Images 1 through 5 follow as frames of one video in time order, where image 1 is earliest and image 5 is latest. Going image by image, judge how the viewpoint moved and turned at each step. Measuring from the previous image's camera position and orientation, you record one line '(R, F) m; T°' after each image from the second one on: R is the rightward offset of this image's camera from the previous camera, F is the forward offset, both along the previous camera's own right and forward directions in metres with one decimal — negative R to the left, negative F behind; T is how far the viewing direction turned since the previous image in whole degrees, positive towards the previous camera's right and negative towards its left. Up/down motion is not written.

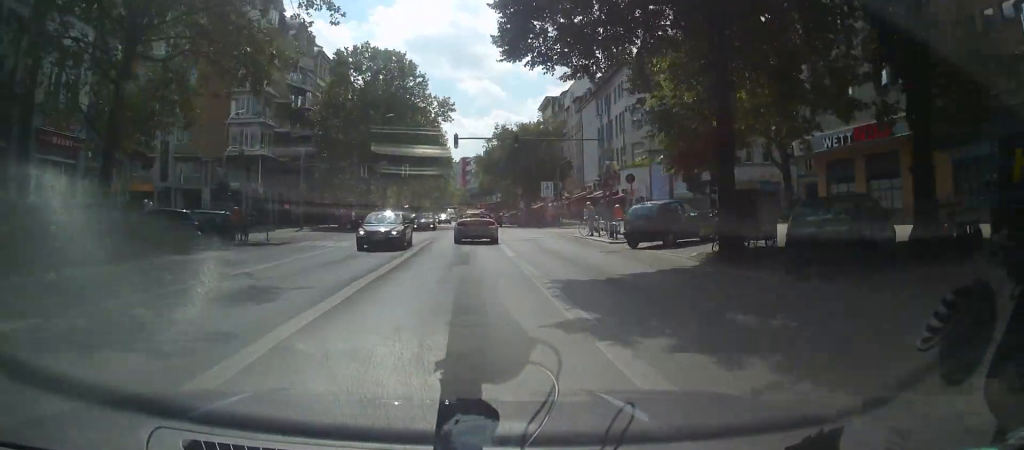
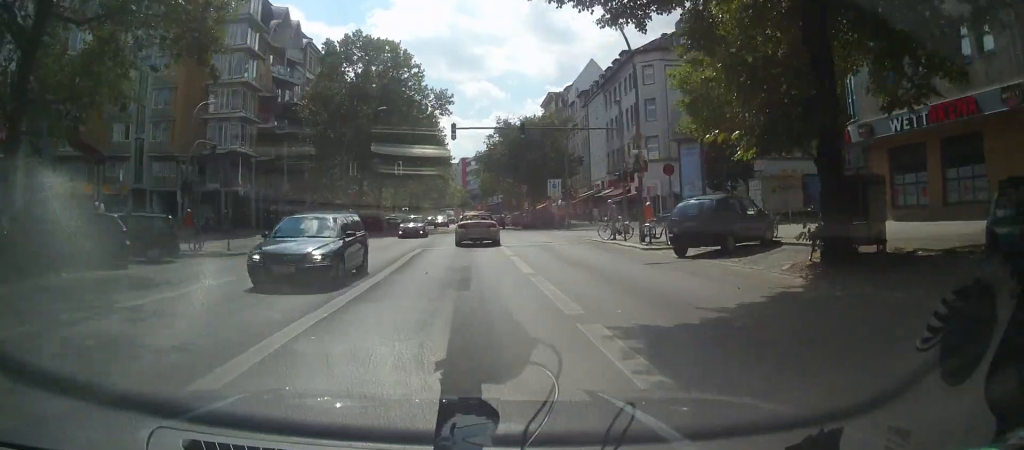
(0.0, +5.3) m; 0°
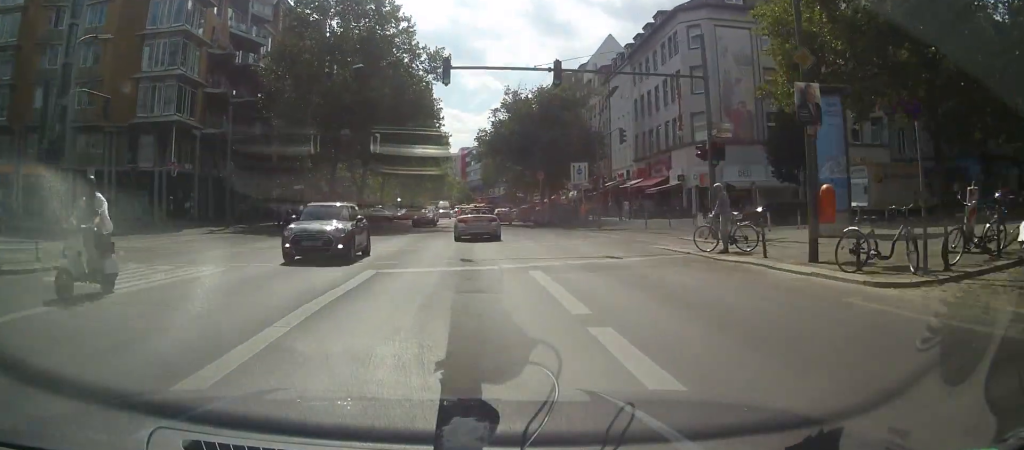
(0.0, +13.0) m; 0°
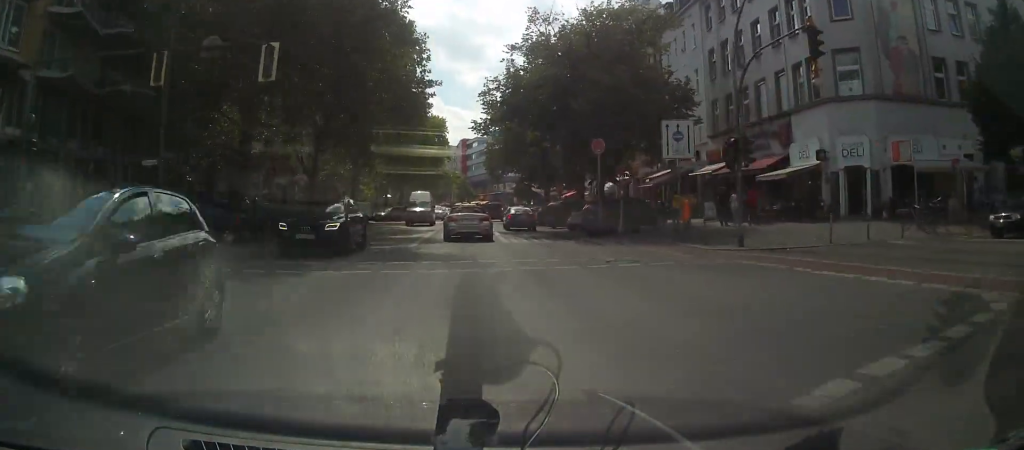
(+0.4, +20.5) m; +1°
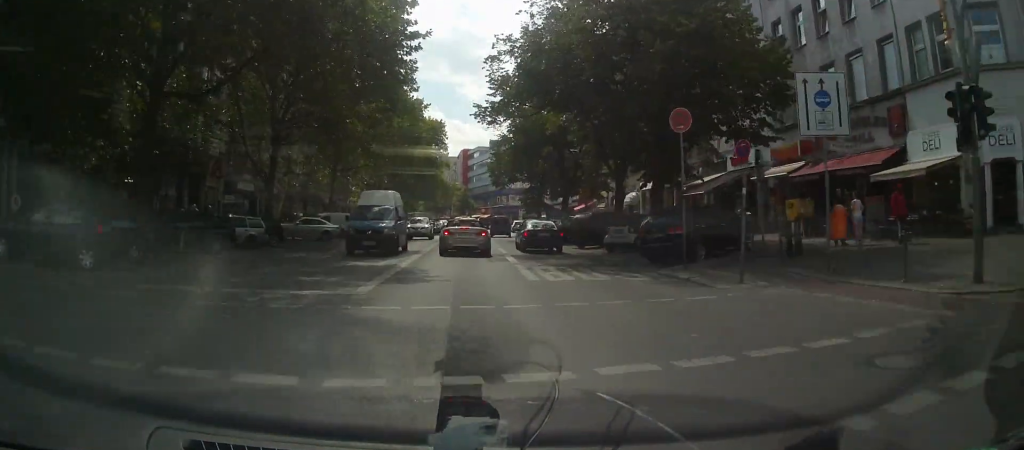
(-0.1, +10.0) m; 0°
